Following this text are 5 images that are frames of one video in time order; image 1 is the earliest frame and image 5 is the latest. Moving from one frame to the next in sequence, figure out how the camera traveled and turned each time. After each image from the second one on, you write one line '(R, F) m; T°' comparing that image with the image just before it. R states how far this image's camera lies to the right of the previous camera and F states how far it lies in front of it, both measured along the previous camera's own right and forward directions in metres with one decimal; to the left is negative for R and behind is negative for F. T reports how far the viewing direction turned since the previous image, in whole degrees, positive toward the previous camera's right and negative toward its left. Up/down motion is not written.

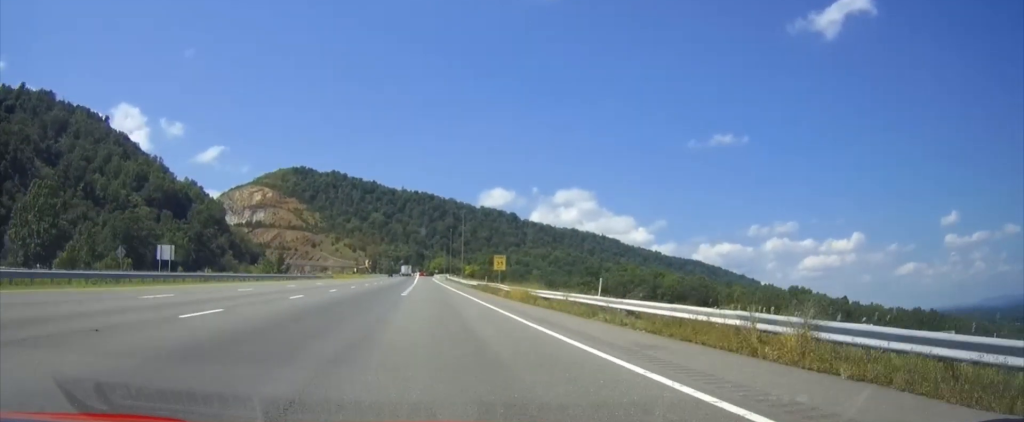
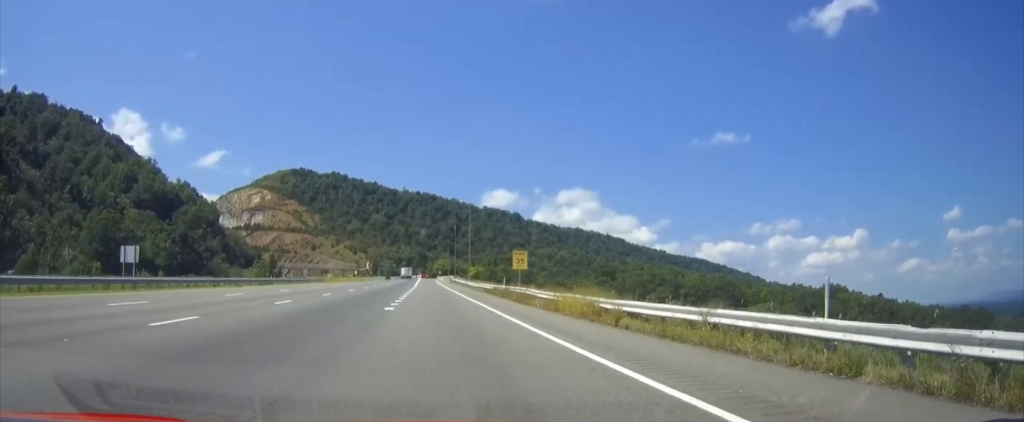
(-0.1, +14.3) m; 0°
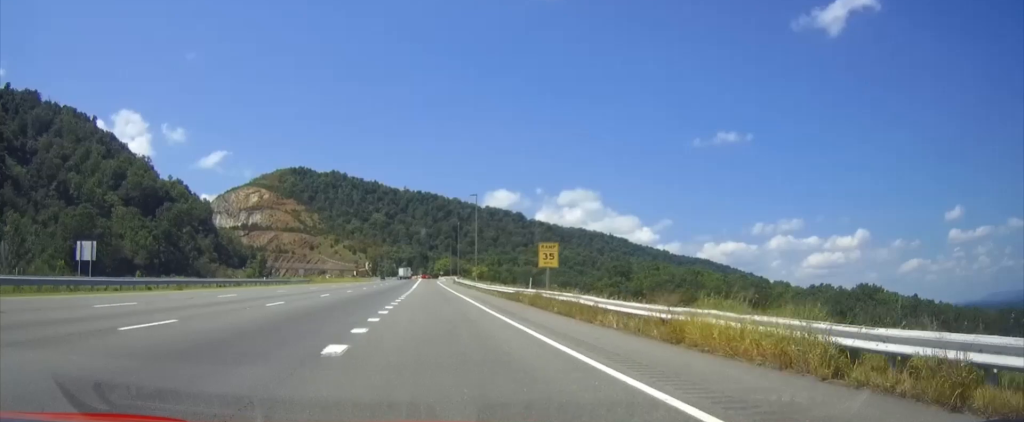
(0.0, +13.3) m; 0°
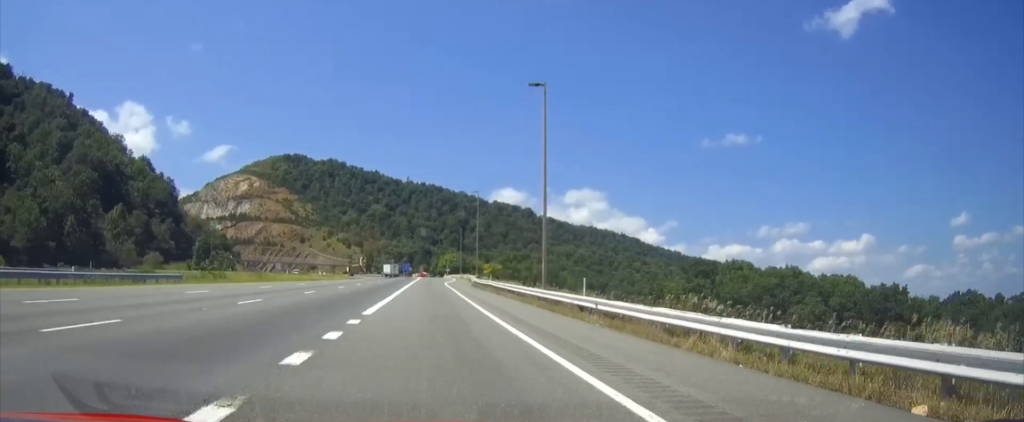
(-0.3, +53.6) m; -1°
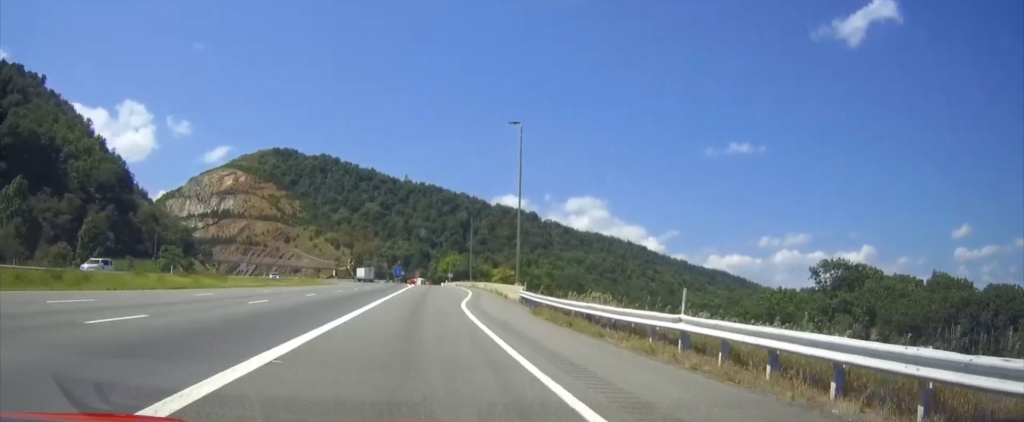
(0.0, +48.5) m; 0°
